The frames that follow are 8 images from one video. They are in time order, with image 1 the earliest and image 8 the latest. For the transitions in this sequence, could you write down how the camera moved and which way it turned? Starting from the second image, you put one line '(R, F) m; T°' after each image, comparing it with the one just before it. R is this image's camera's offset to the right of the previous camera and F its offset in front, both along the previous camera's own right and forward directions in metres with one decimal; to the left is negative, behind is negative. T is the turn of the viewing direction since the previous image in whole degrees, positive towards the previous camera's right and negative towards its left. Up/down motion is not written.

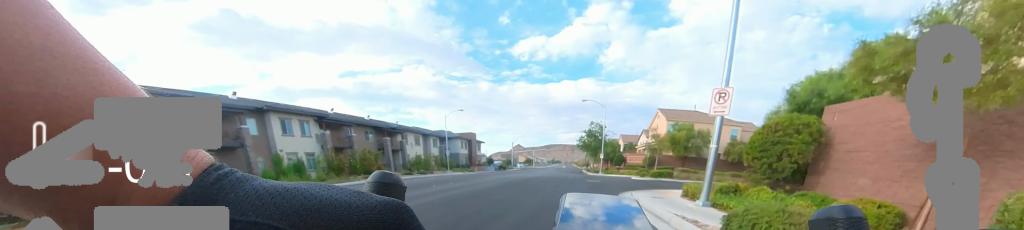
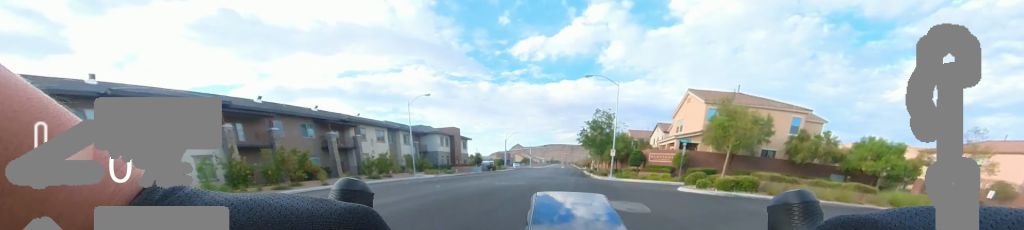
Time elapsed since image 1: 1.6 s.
(0.0, +11.4) m; 0°
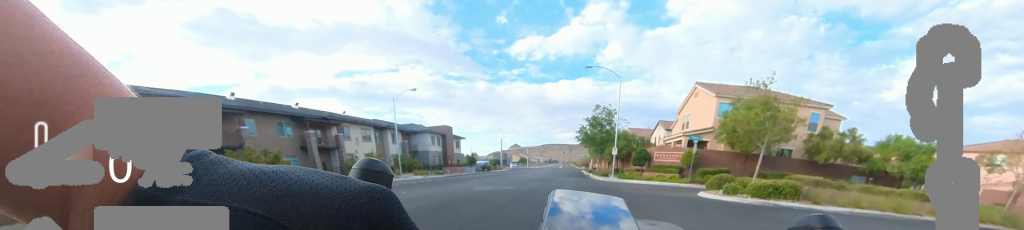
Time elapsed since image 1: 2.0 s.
(0.0, +2.7) m; 0°
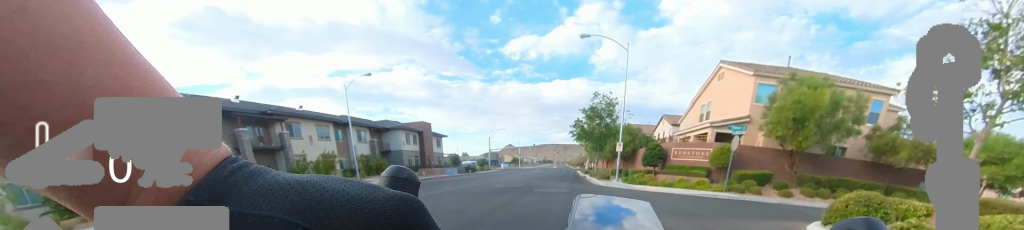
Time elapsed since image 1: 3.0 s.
(0.0, +6.5) m; 0°
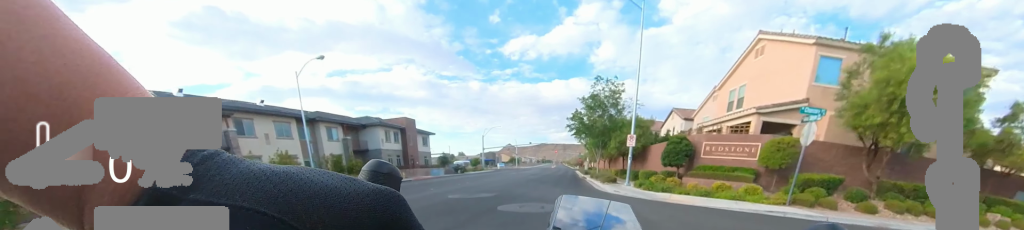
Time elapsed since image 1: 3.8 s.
(0.0, +5.0) m; 0°
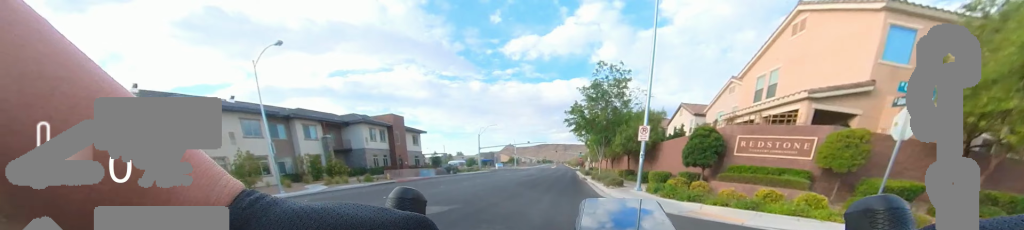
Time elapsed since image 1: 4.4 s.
(0.0, +3.3) m; 0°
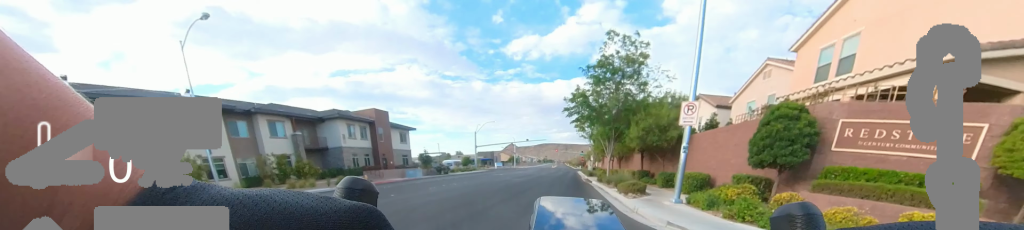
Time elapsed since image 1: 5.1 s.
(0.0, +4.3) m; 0°
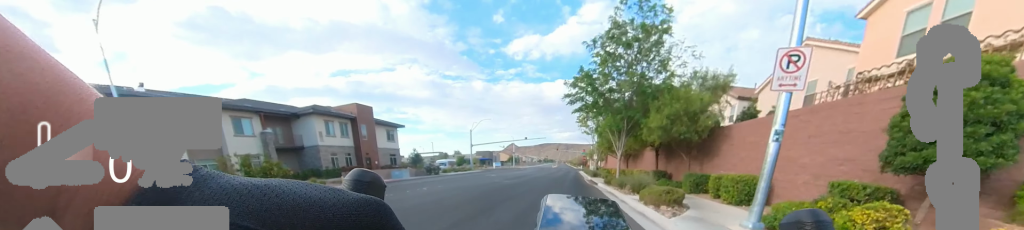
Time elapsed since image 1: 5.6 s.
(0.0, +3.5) m; 0°
